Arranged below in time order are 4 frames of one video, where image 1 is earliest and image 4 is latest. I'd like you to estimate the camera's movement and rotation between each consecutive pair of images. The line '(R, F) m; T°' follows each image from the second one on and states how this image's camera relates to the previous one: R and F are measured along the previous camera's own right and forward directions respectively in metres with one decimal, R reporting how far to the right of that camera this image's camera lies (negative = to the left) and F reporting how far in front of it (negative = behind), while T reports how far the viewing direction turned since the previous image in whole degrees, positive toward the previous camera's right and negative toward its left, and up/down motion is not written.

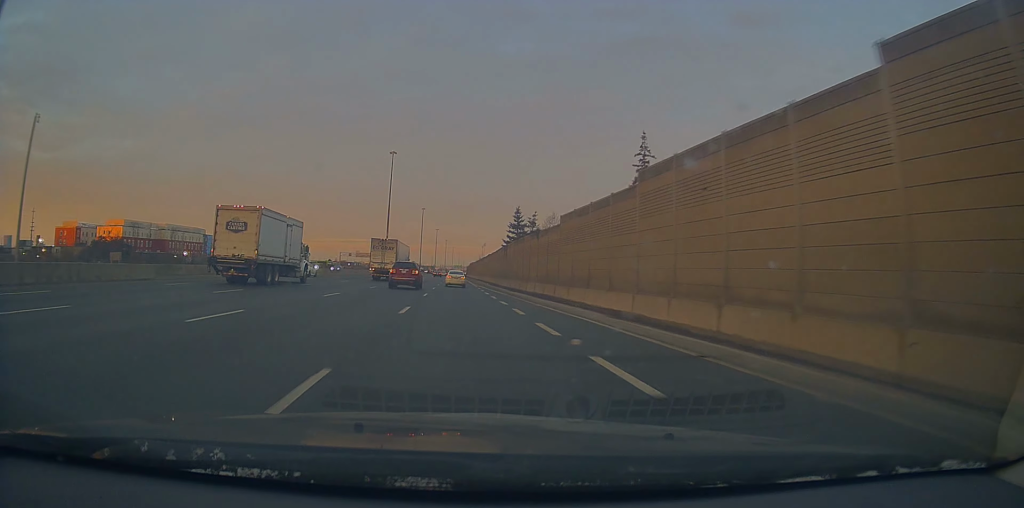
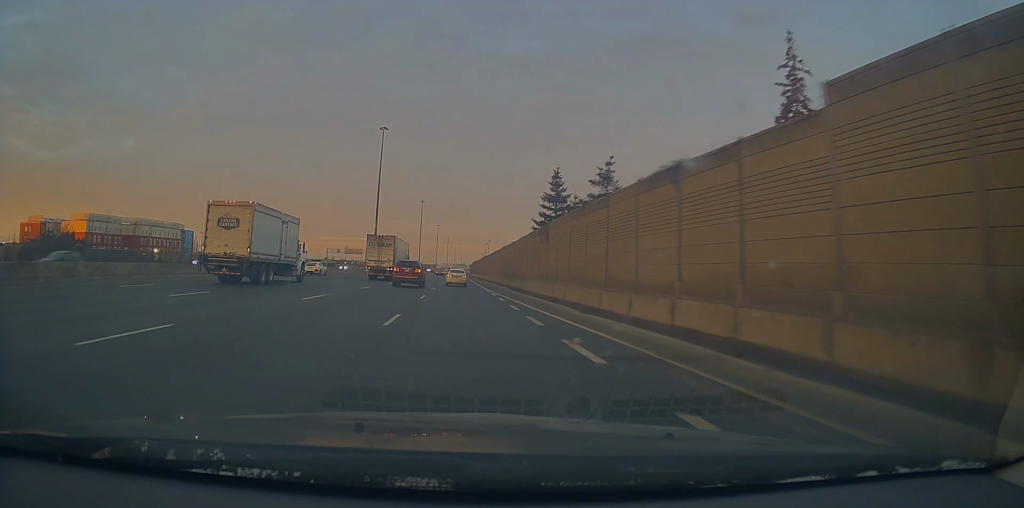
(0.0, +28.1) m; 0°
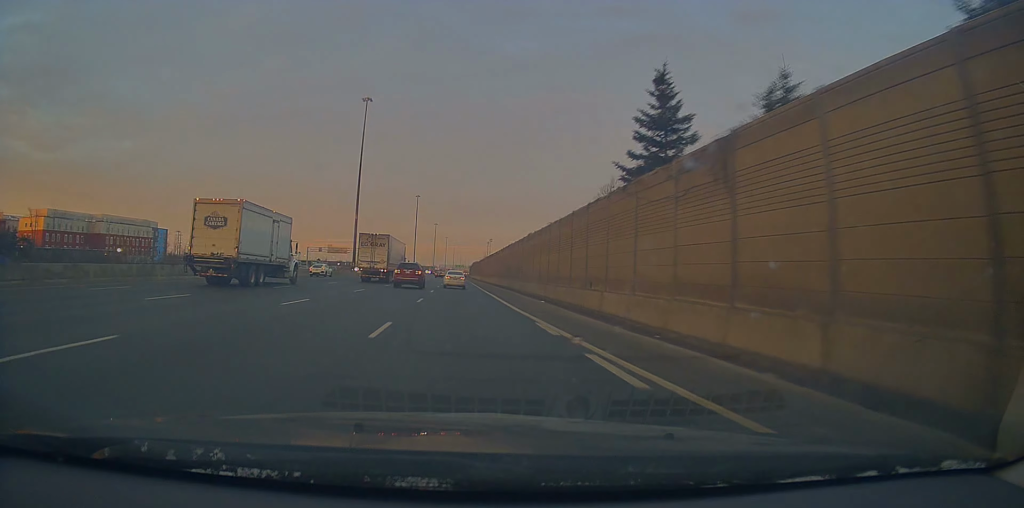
(0.0, +26.2) m; 0°
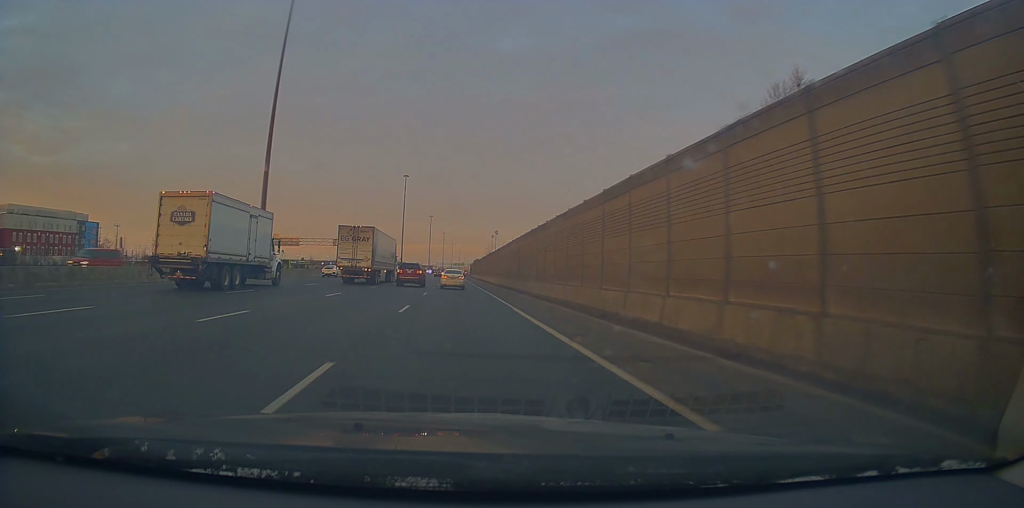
(0.0, +54.6) m; 0°
